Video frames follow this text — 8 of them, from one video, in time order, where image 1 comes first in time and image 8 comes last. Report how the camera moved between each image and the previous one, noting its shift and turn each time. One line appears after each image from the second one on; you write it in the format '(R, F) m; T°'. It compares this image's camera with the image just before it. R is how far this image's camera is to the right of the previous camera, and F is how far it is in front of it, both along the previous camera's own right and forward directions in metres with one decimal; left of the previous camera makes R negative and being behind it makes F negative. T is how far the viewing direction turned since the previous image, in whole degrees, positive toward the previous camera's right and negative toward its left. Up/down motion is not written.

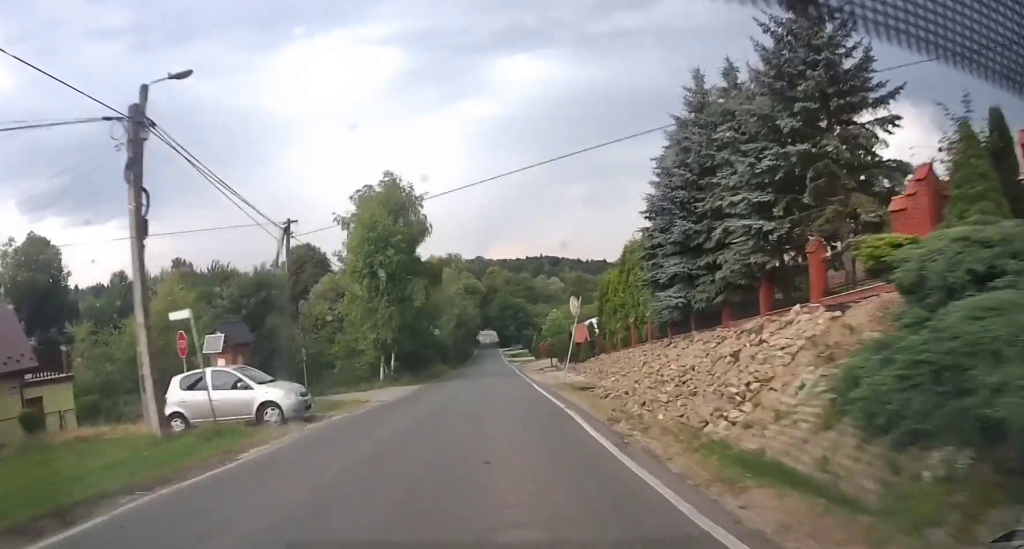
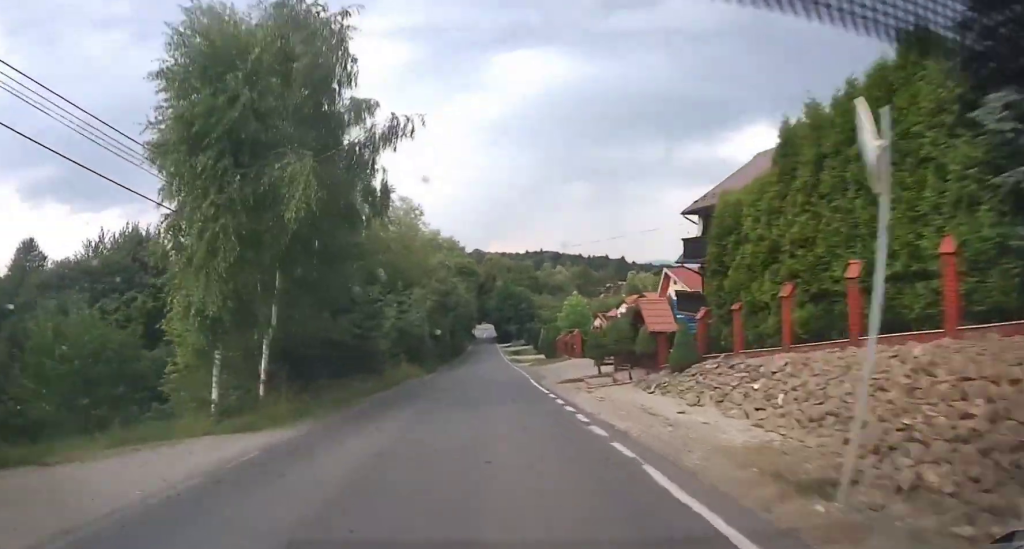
(+0.1, +20.9) m; +1°
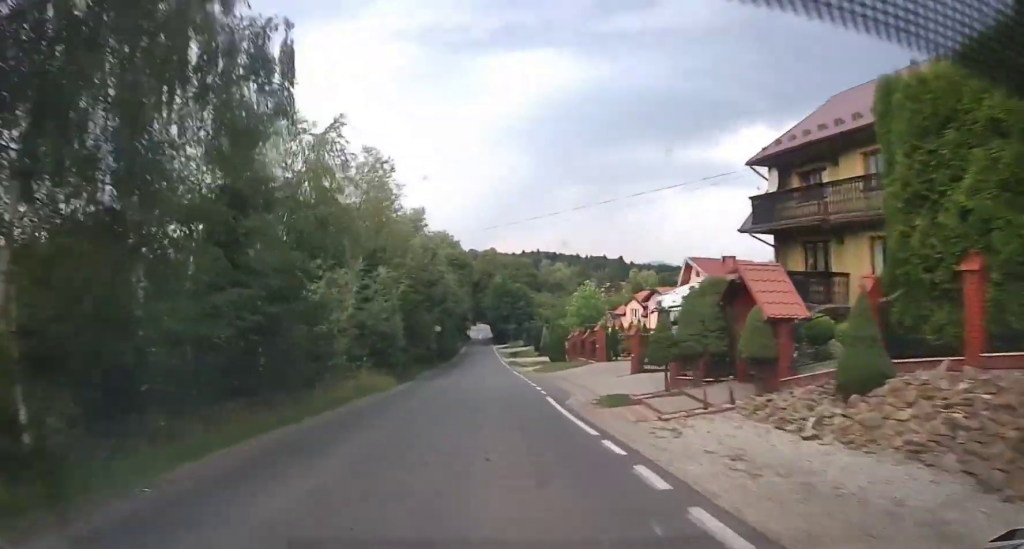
(+0.1, +9.9) m; +1°
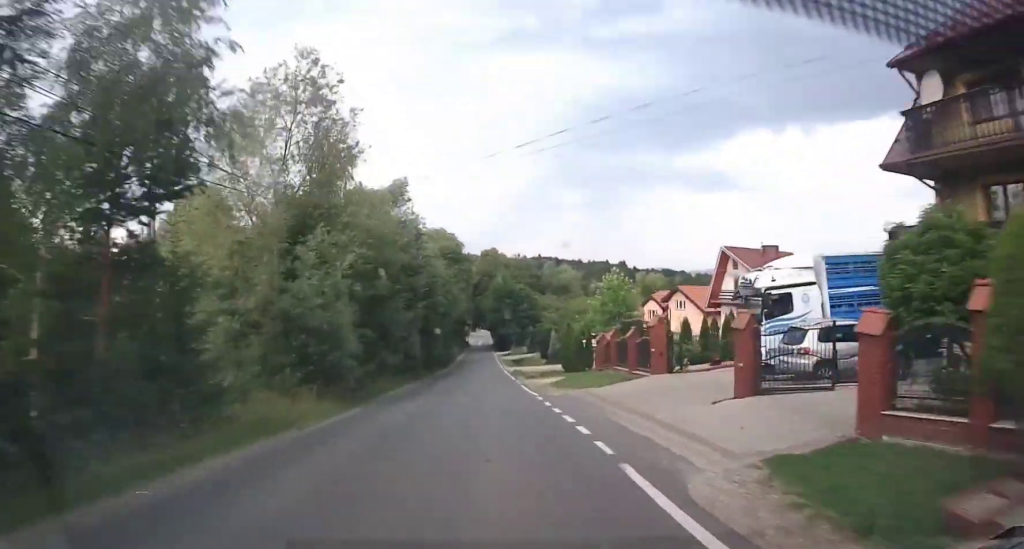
(0.0, +10.9) m; -1°
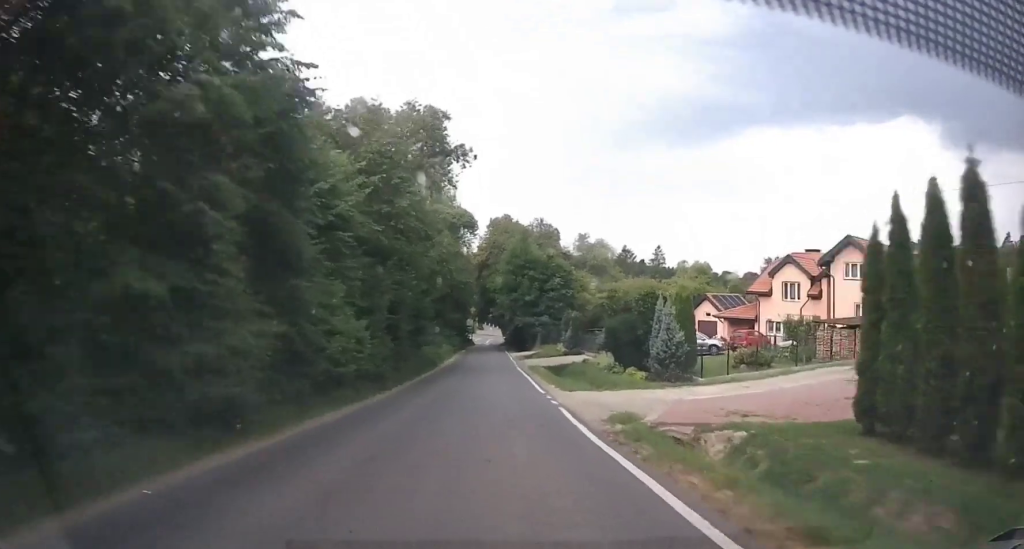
(-0.6, +38.7) m; -1°
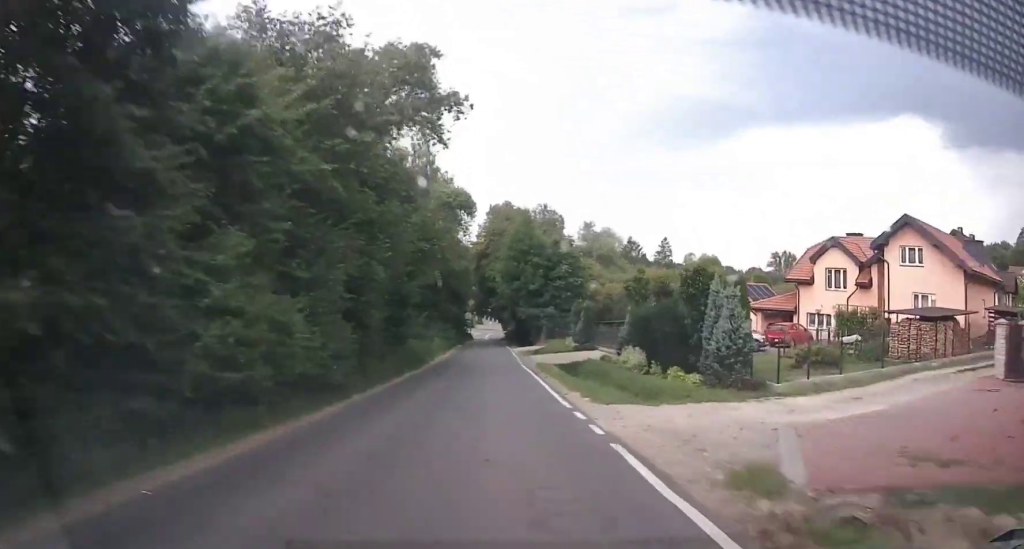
(+0.1, +6.8) m; 0°
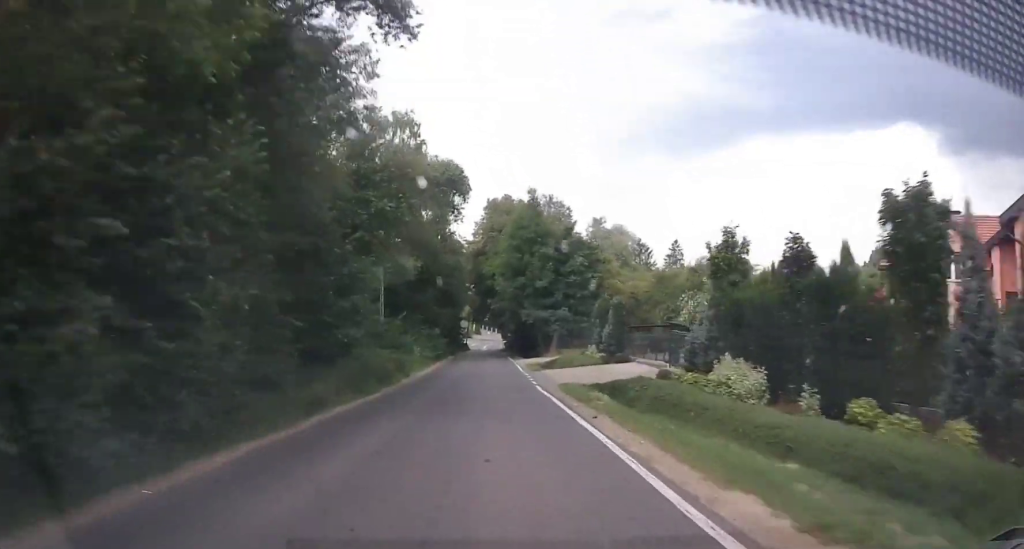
(-0.2, +12.6) m; 0°
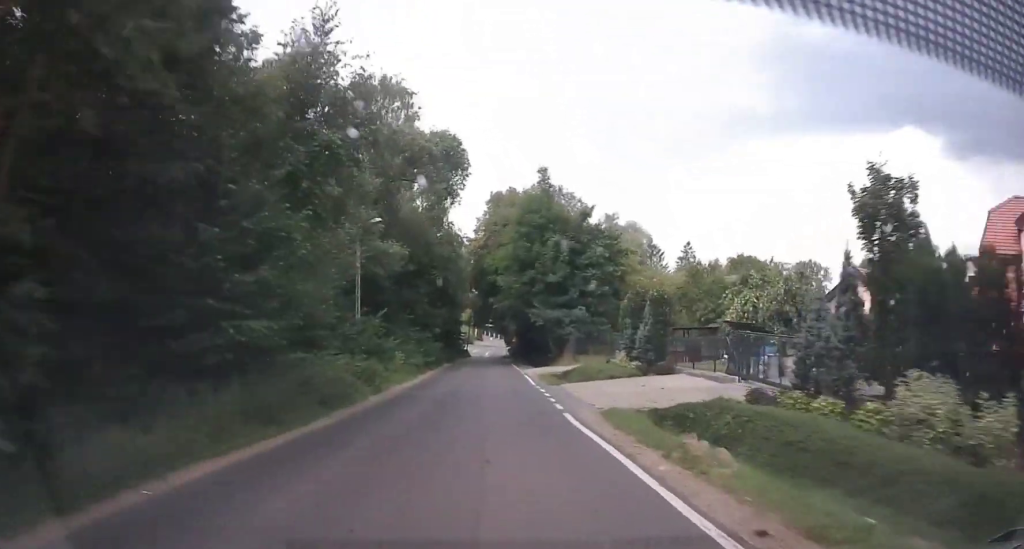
(0.0, +7.7) m; +1°
